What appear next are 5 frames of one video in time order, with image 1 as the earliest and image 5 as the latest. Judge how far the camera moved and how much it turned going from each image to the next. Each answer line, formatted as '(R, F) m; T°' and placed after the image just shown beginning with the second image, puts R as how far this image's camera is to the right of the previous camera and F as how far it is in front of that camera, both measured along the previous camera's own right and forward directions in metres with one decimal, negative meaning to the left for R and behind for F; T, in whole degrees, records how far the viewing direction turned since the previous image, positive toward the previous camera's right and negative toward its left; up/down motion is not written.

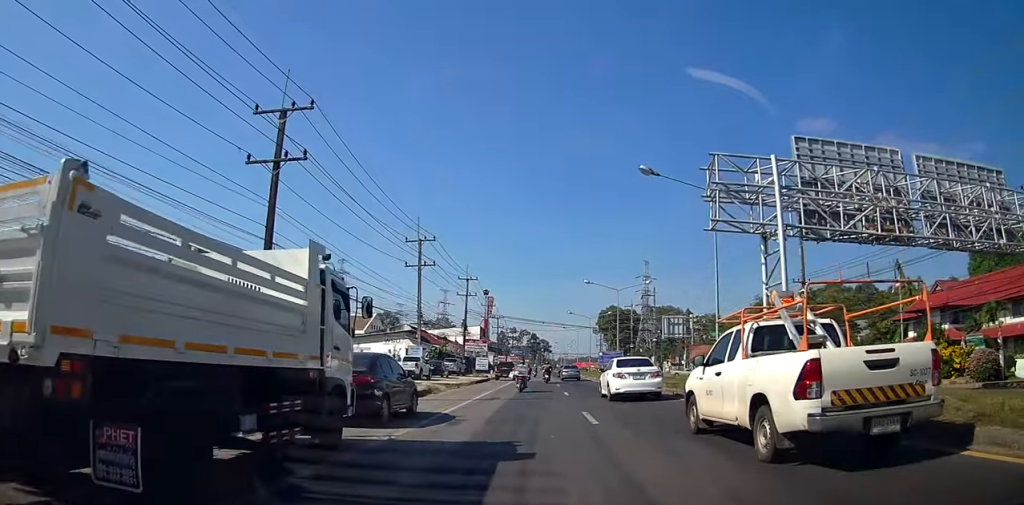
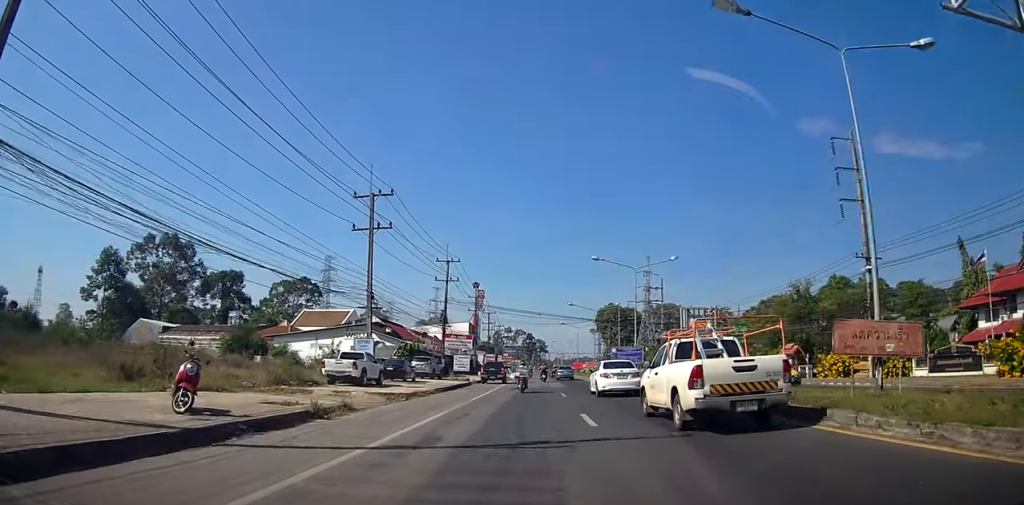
(-0.4, +12.5) m; -2°
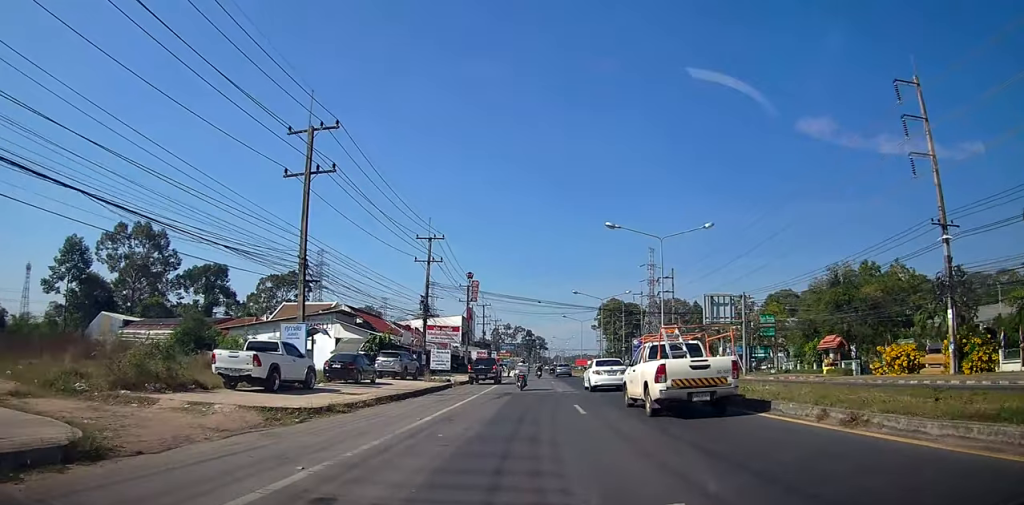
(0.0, +10.4) m; 0°
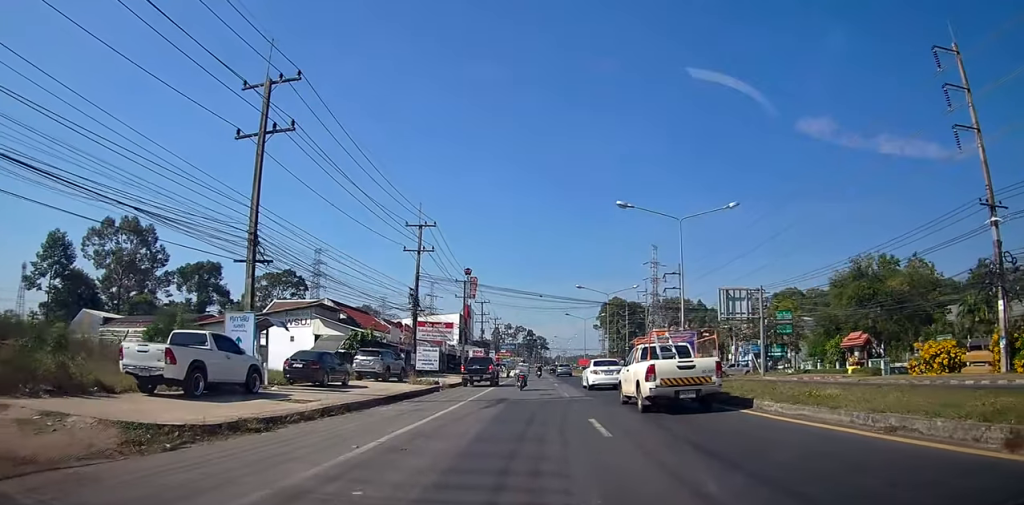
(+0.1, +5.1) m; 0°
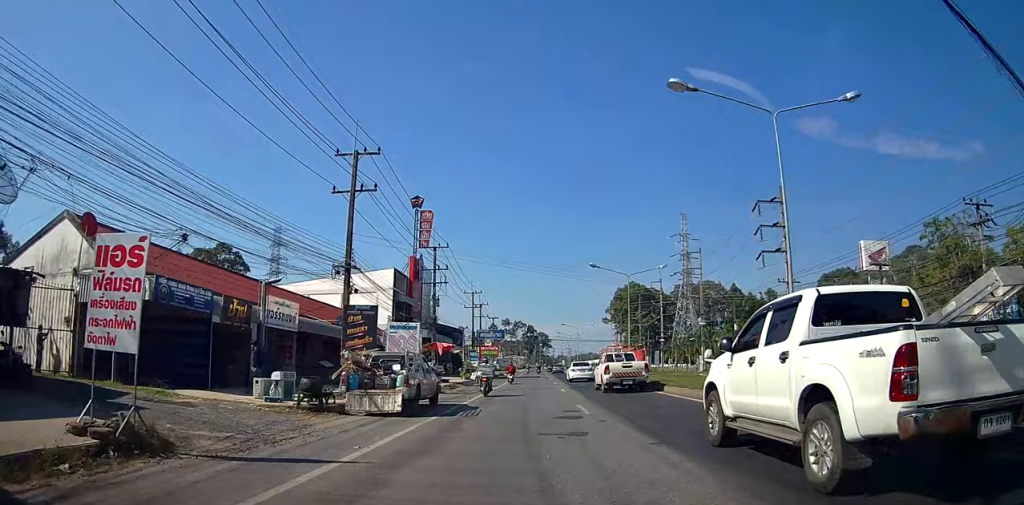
(-1.5, +46.2) m; 0°
